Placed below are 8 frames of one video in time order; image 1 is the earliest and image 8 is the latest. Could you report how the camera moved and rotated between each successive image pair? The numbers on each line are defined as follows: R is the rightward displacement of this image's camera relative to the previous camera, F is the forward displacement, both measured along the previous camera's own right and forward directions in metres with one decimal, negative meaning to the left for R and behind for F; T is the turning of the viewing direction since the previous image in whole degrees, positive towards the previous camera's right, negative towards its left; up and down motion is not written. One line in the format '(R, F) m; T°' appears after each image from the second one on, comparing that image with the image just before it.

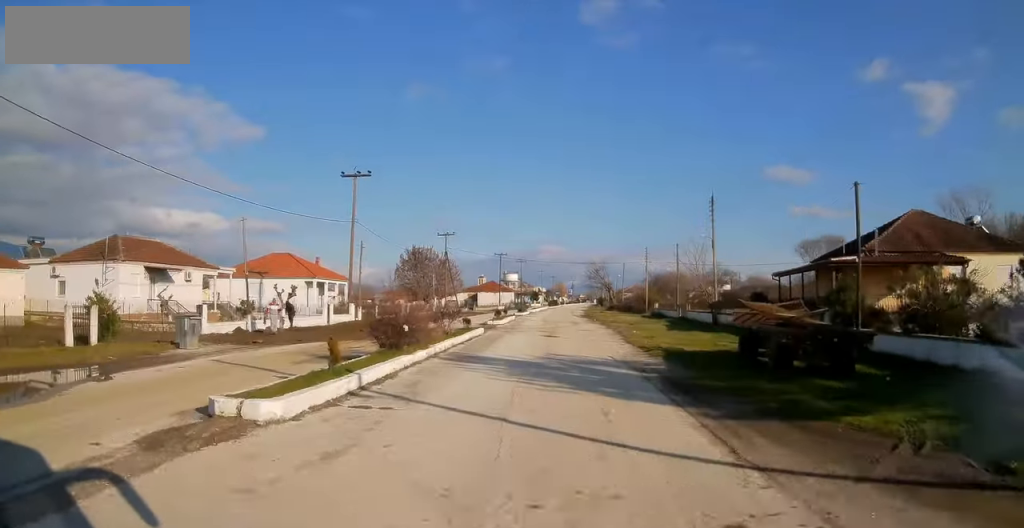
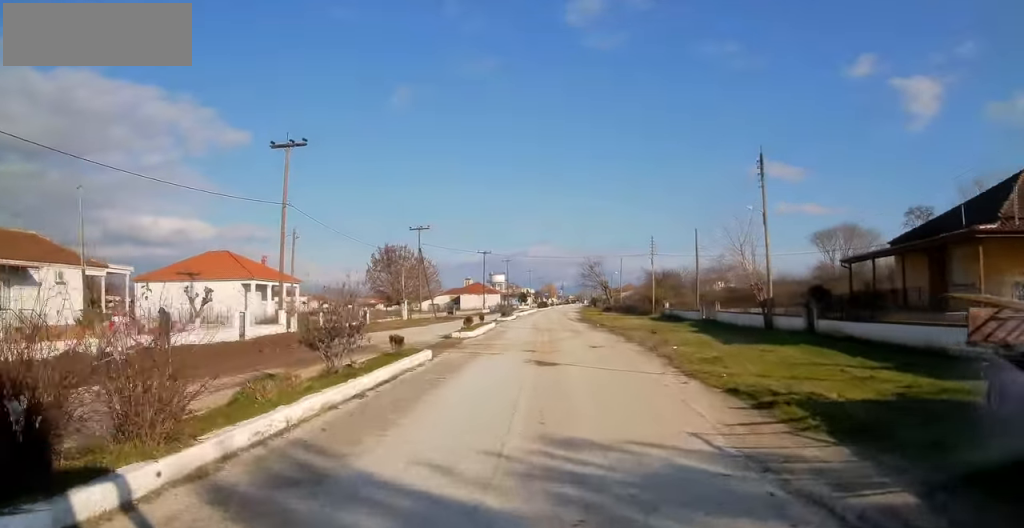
(+0.1, +11.4) m; 0°
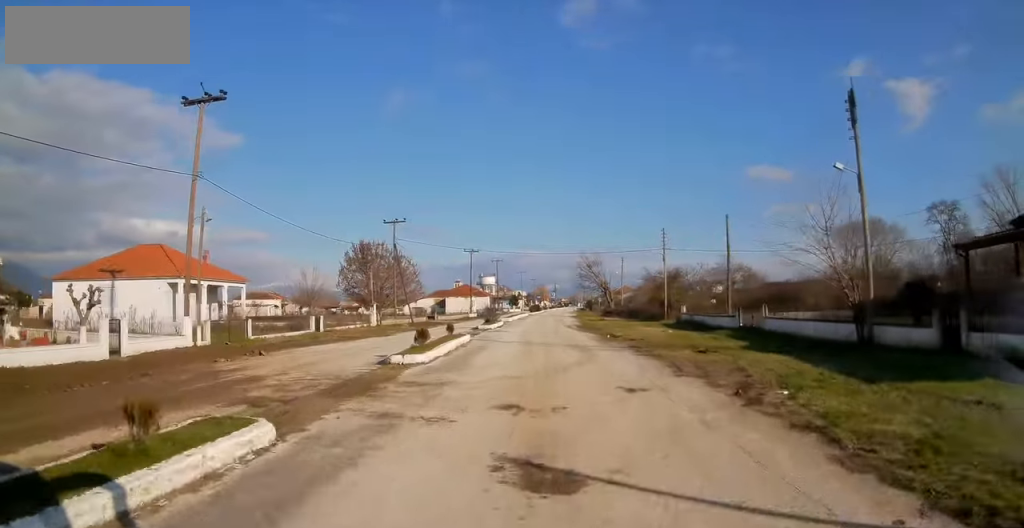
(-0.1, +9.8) m; 0°
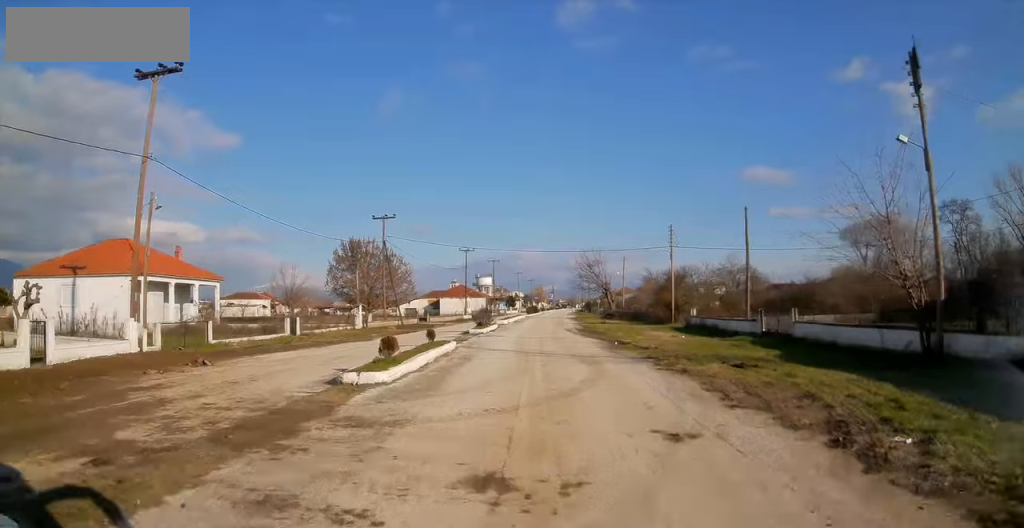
(0.0, +3.9) m; 0°
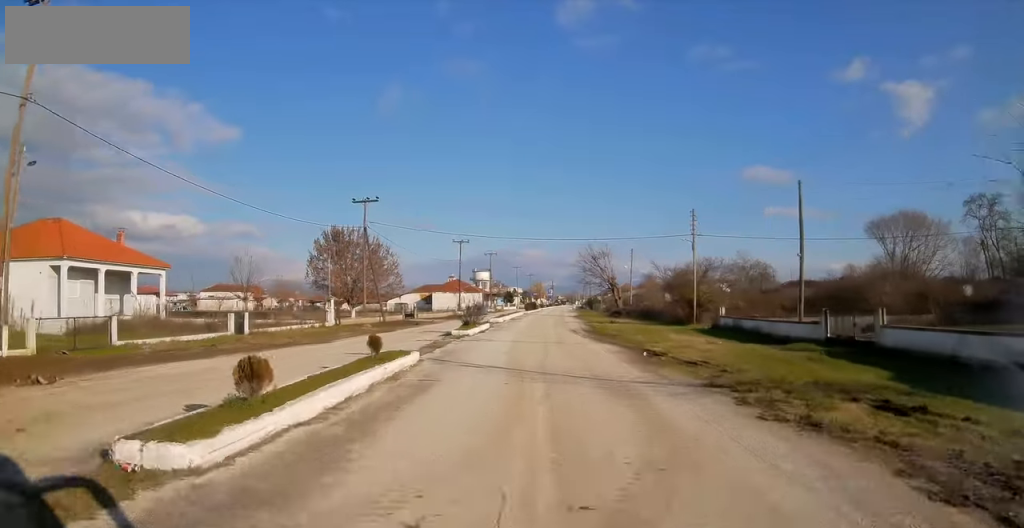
(+0.1, +7.2) m; +1°
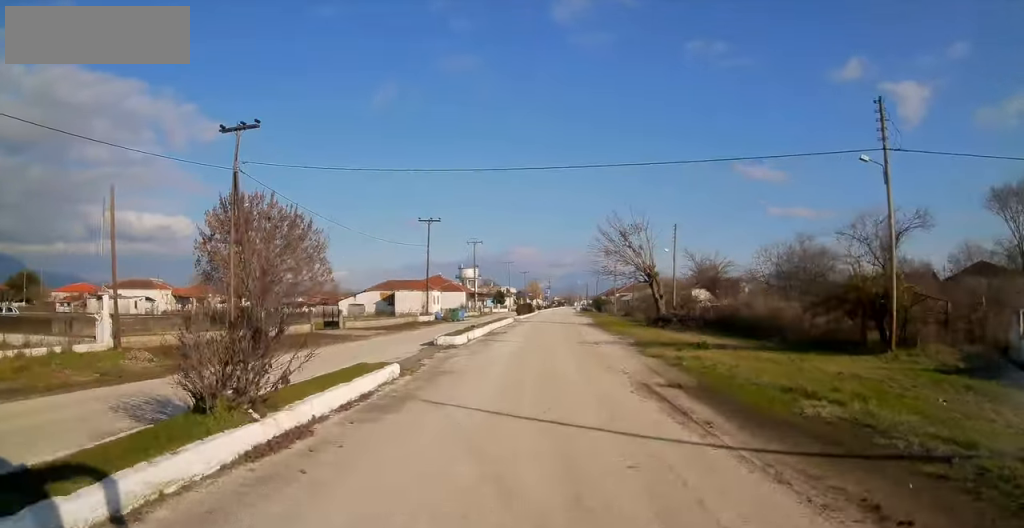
(-0.5, +25.4) m; -1°
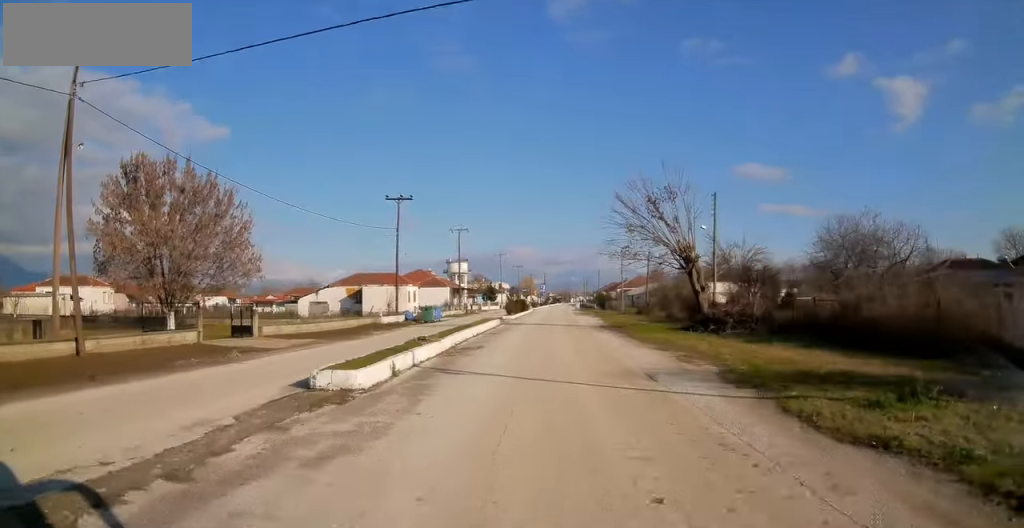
(+0.4, +12.9) m; +4°
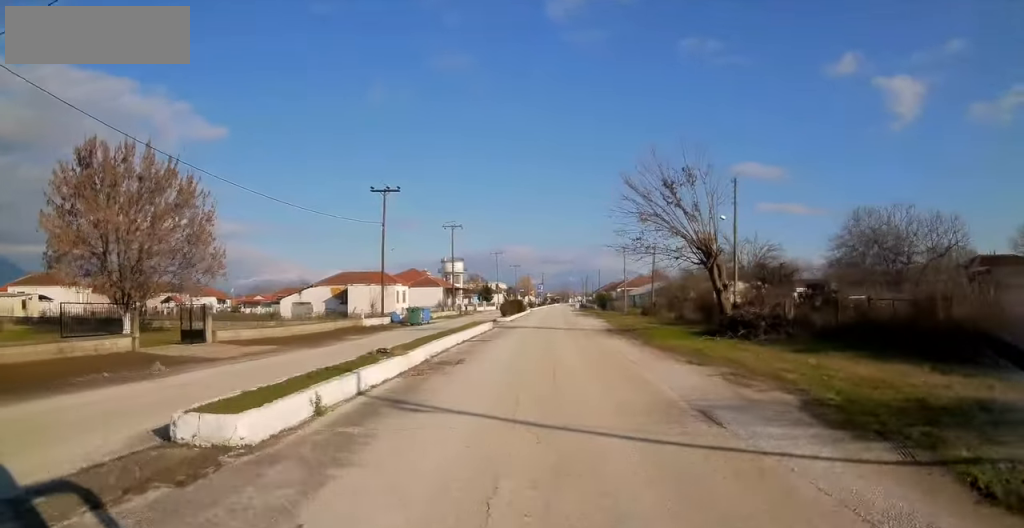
(+0.1, +4.5) m; +1°
